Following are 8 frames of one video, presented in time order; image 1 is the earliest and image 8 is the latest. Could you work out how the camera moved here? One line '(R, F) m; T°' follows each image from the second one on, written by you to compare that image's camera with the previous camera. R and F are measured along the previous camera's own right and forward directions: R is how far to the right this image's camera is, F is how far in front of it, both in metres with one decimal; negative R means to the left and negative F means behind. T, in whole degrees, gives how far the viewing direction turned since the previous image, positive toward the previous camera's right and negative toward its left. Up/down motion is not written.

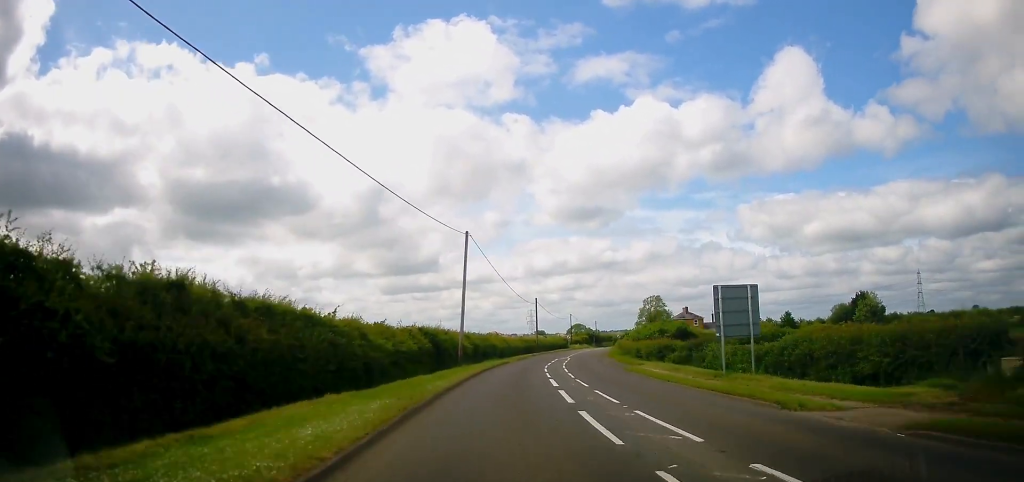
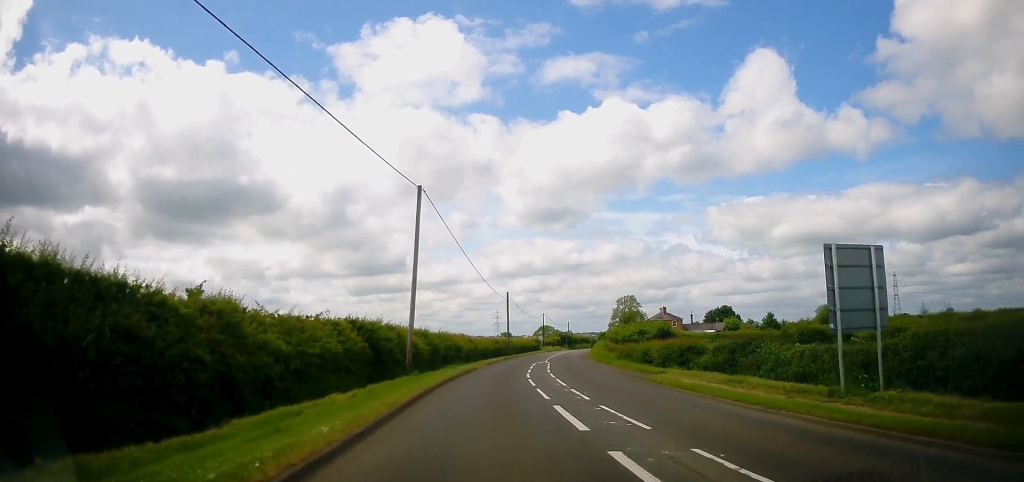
(+0.5, +10.8) m; +2°
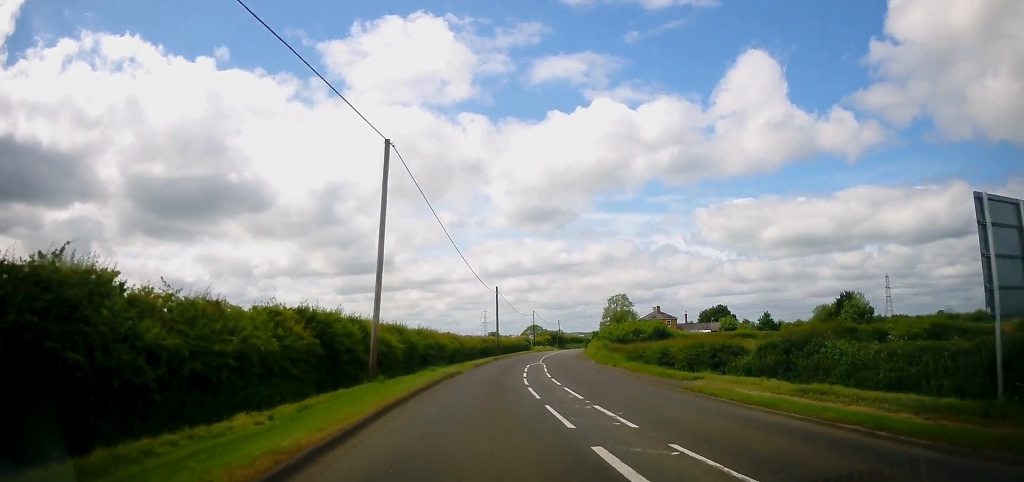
(+0.1, +5.9) m; +1°
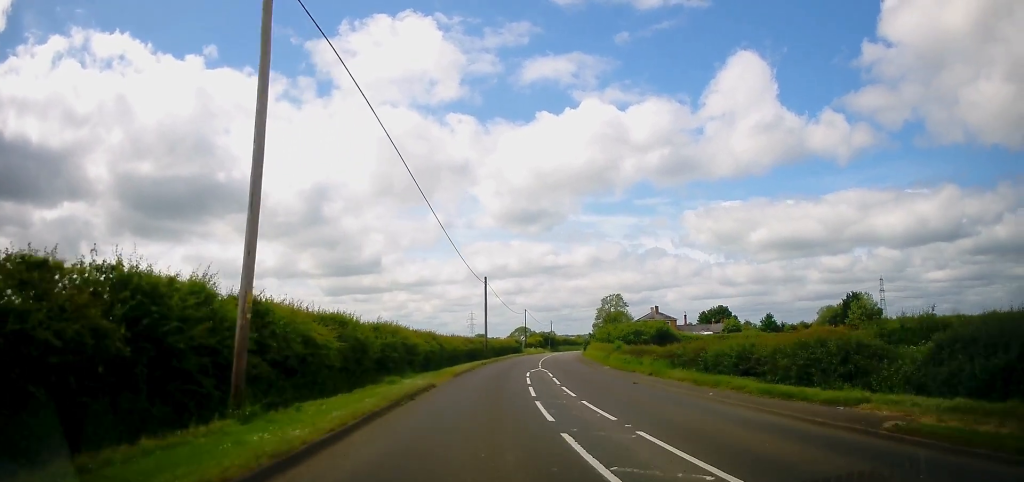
(-0.2, +10.6) m; +1°
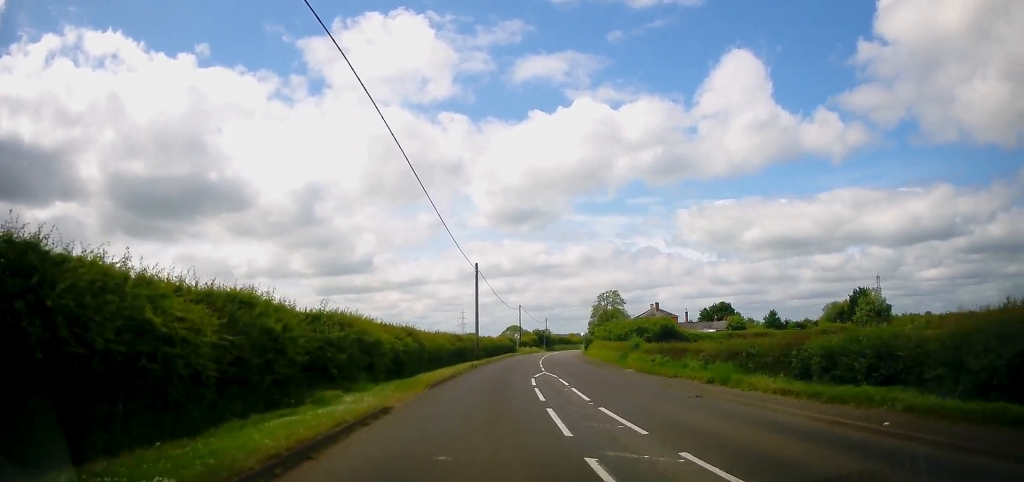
(+0.1, +8.2) m; +1°
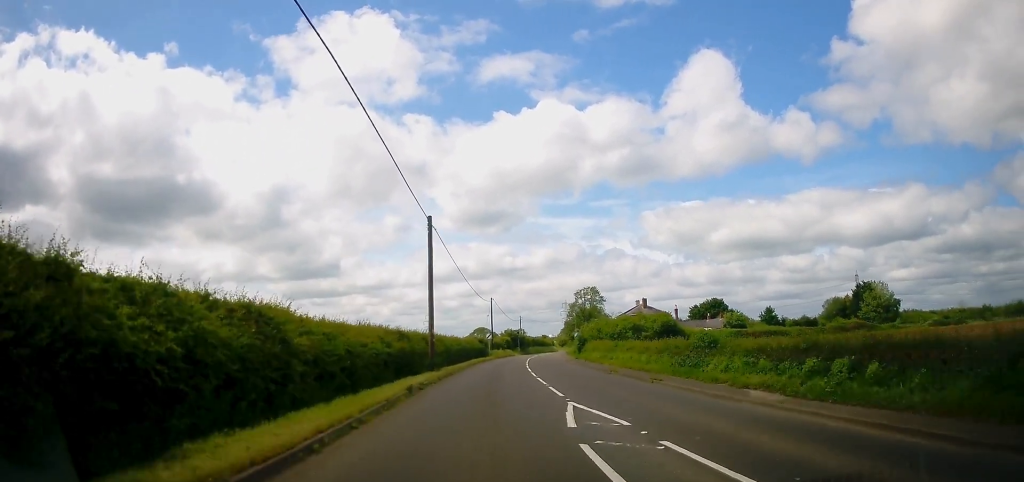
(+0.5, +17.5) m; +3°
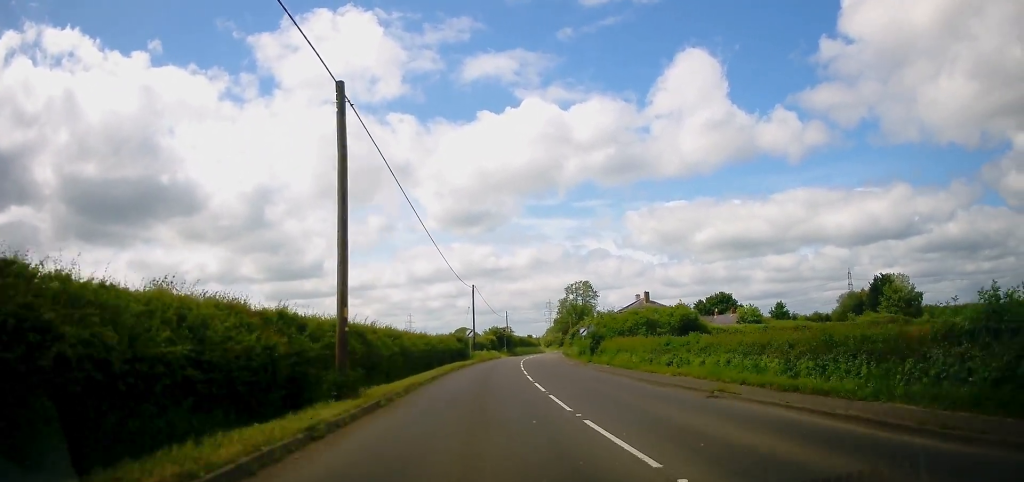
(+0.3, +15.4) m; +2°
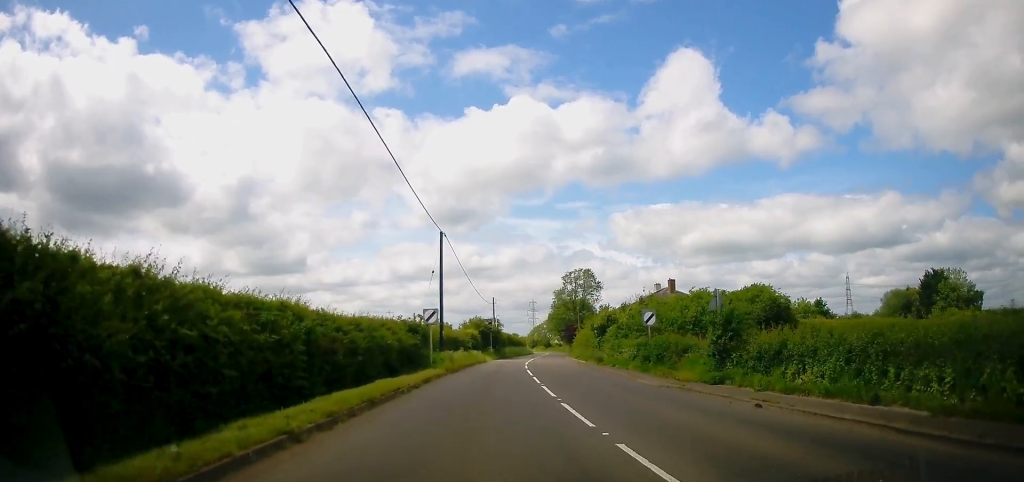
(+0.7, +26.2) m; +2°
